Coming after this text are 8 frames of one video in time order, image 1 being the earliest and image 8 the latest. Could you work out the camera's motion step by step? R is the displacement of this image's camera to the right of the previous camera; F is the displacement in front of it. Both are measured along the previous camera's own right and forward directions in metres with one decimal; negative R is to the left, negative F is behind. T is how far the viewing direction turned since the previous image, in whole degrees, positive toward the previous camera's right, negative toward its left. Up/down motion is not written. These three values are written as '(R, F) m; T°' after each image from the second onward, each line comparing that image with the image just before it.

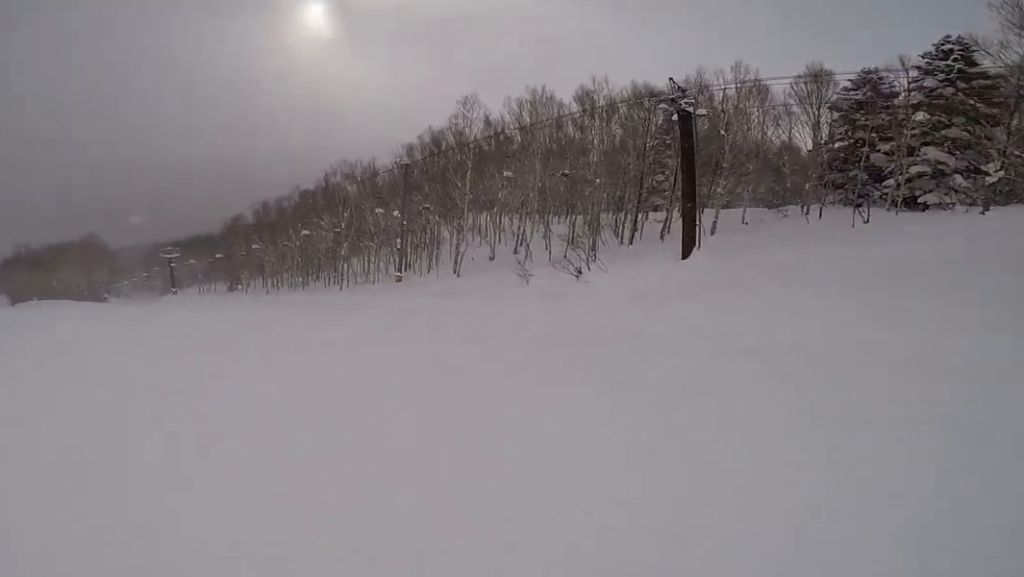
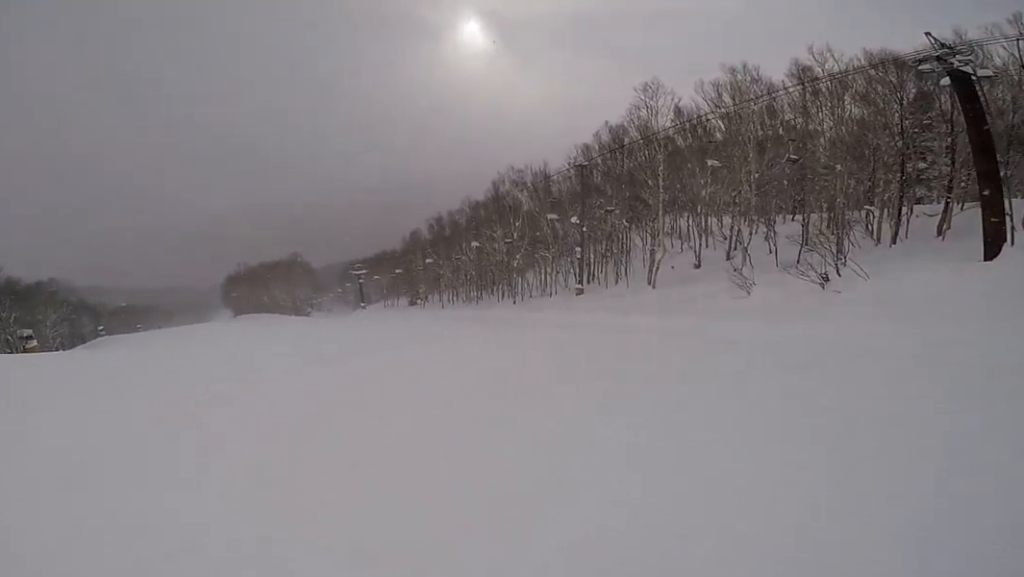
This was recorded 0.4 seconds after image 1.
(-0.2, +3.0) m; -12°
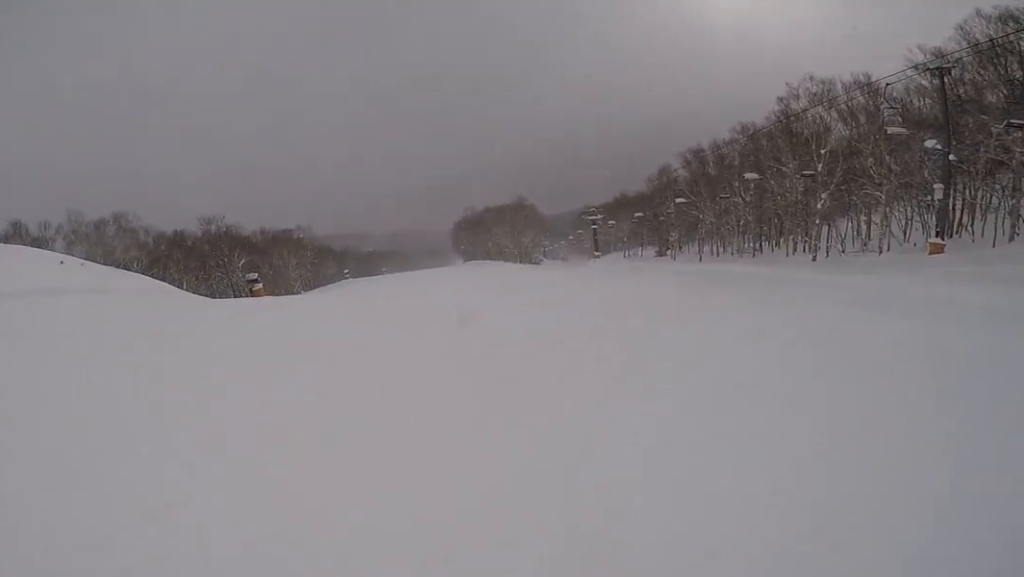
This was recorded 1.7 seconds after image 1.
(-1.8, +9.0) m; -16°
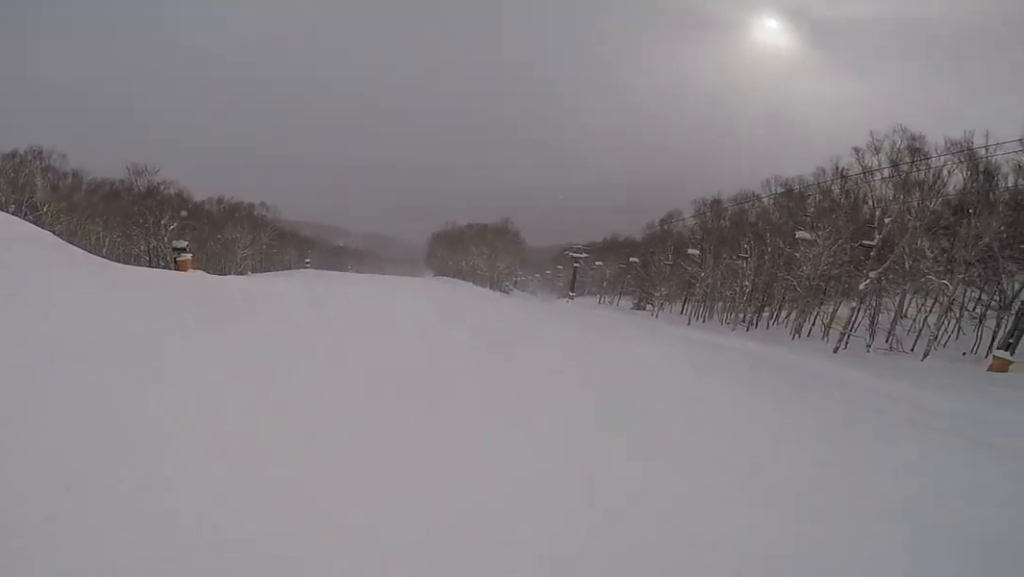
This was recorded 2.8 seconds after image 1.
(-0.6, +8.5) m; -4°
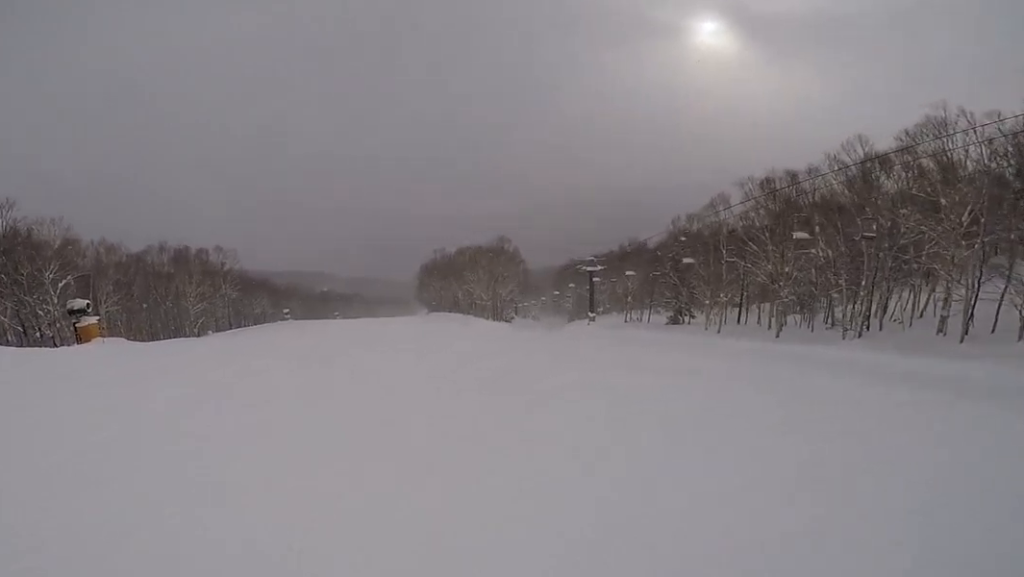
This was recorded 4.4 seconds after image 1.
(0.0, +13.5) m; -3°
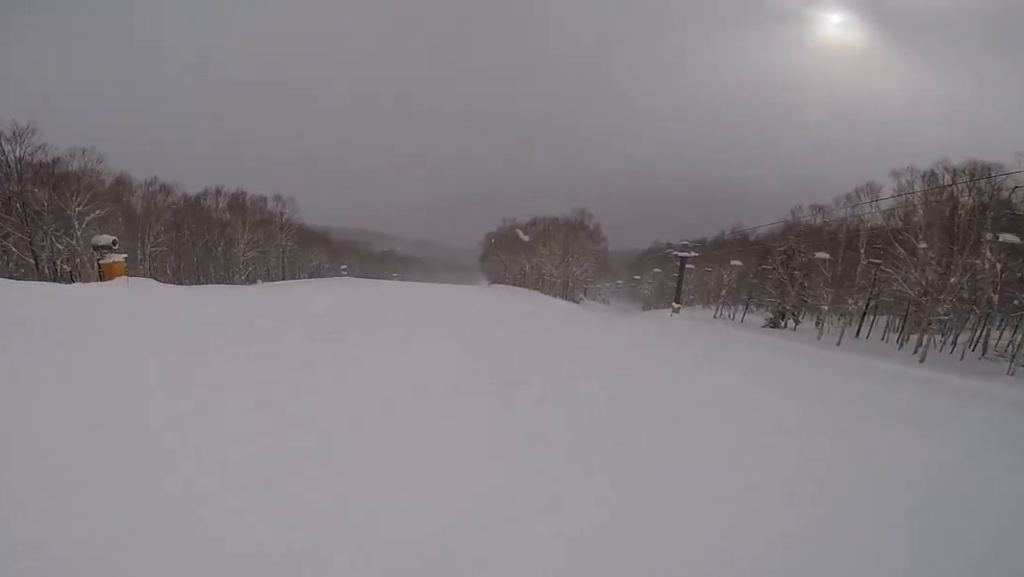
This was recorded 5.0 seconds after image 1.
(-0.2, +5.2) m; -5°
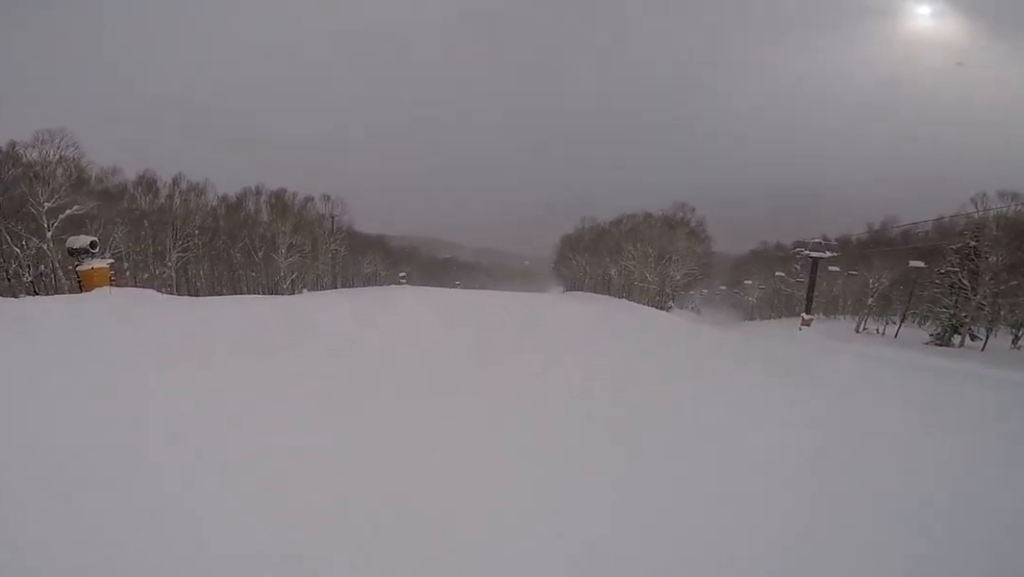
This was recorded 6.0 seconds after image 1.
(-0.8, +8.9) m; -4°
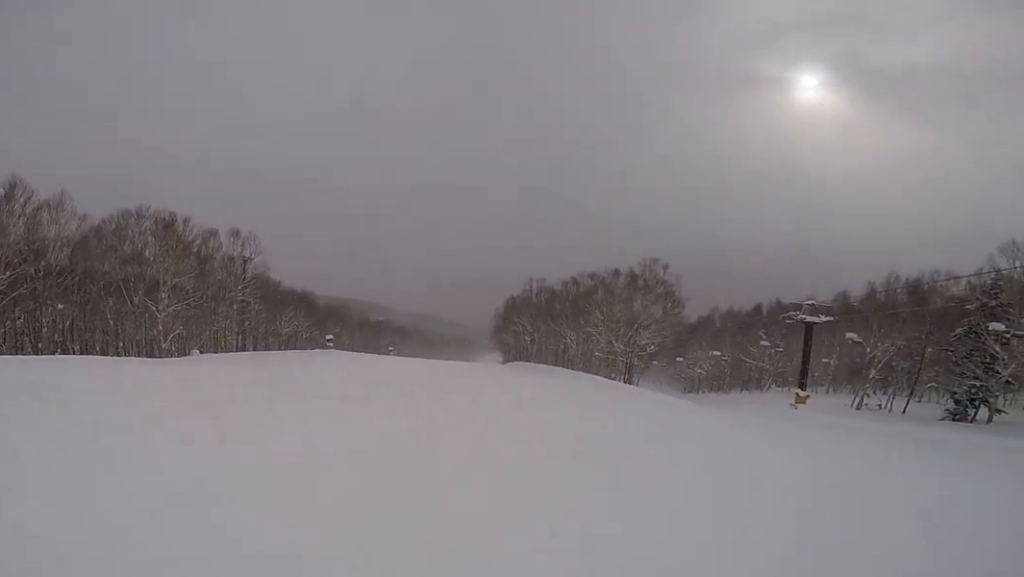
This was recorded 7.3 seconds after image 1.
(+0.6, +12.3) m; +6°
